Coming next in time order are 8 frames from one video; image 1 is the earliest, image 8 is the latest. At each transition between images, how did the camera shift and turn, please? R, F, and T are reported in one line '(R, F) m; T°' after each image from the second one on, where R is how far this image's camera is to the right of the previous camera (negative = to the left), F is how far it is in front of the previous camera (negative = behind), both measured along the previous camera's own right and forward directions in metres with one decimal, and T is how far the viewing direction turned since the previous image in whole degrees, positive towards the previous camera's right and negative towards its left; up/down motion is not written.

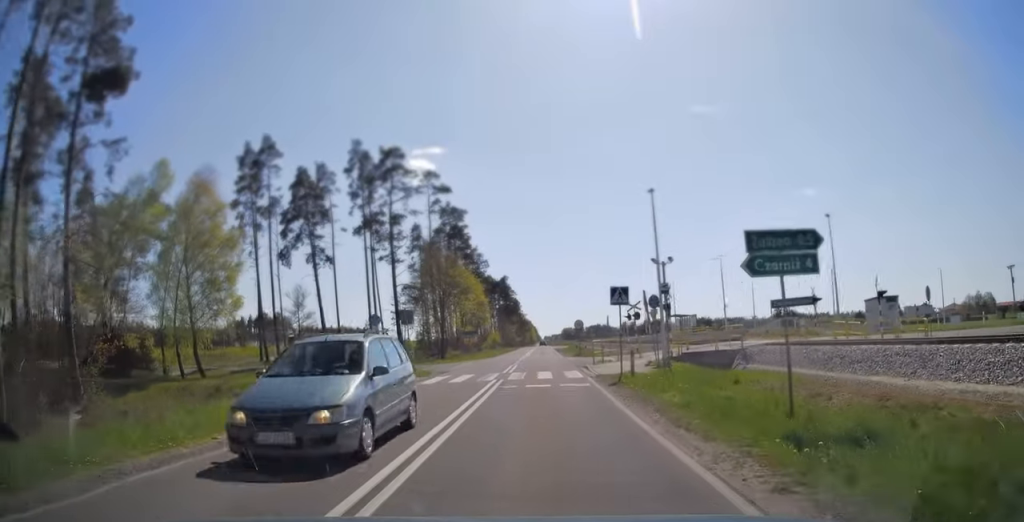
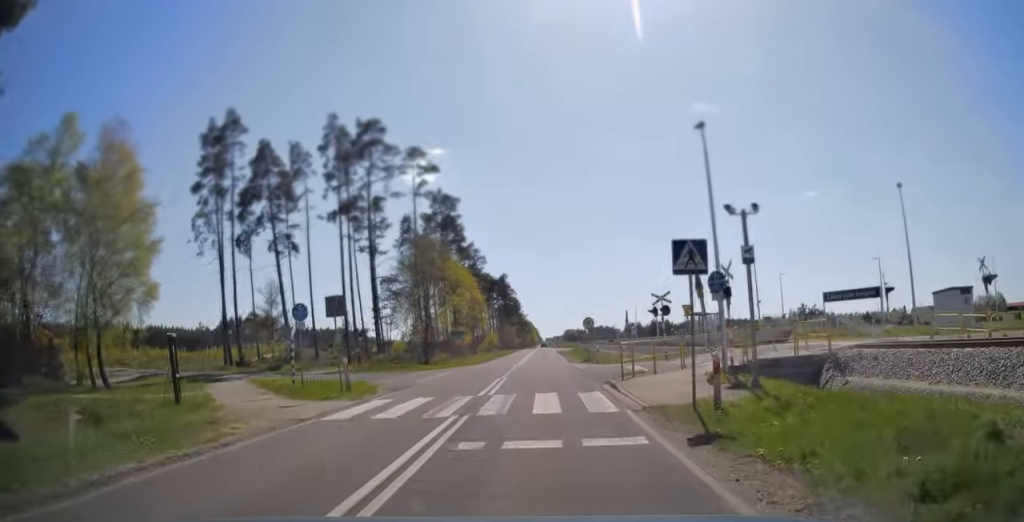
(-0.1, +9.5) m; 0°
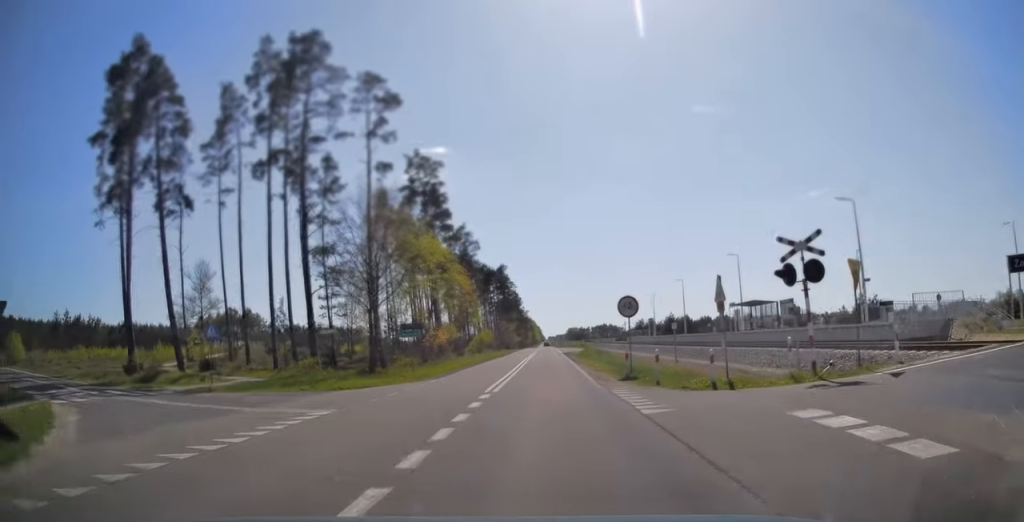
(+0.1, +18.0) m; 0°
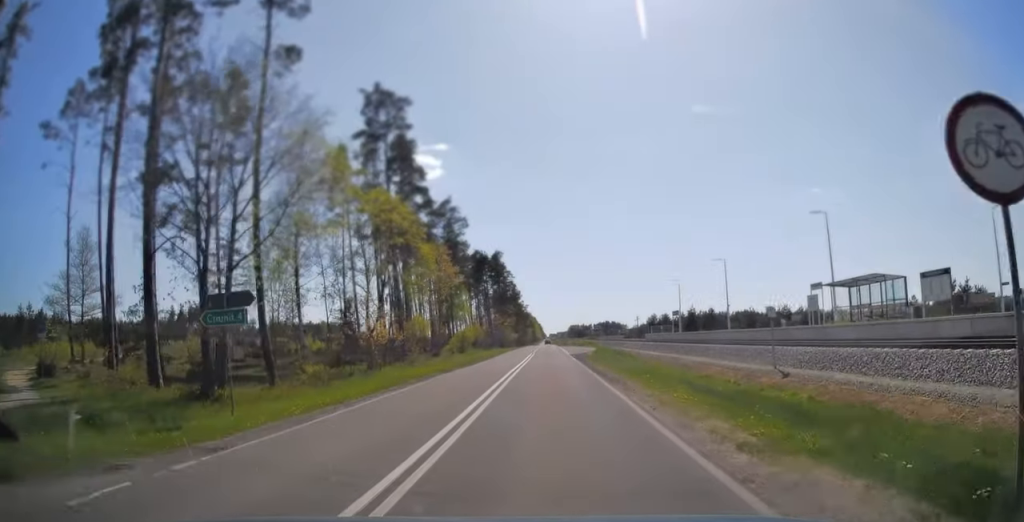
(0.0, +19.0) m; 0°
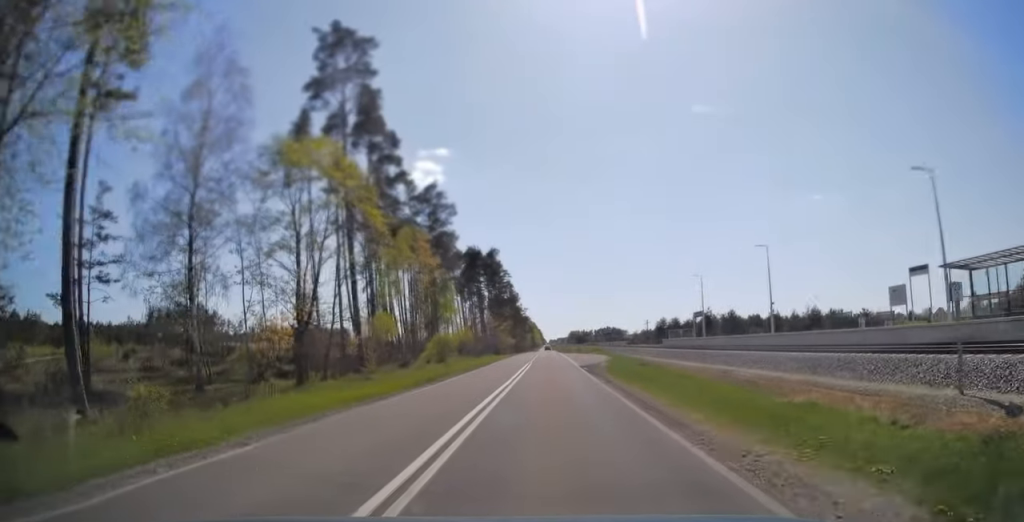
(0.0, +12.5) m; 0°
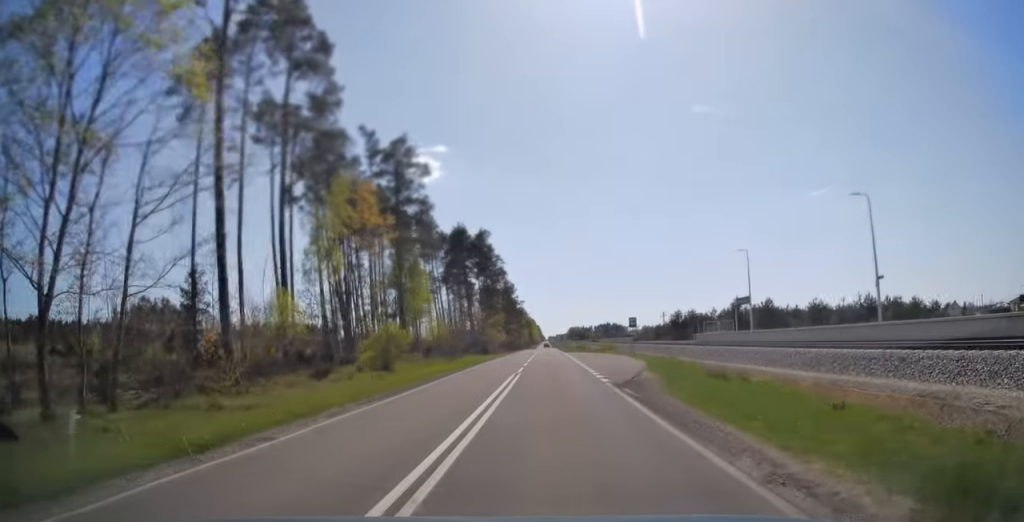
(0.0, +17.7) m; 0°
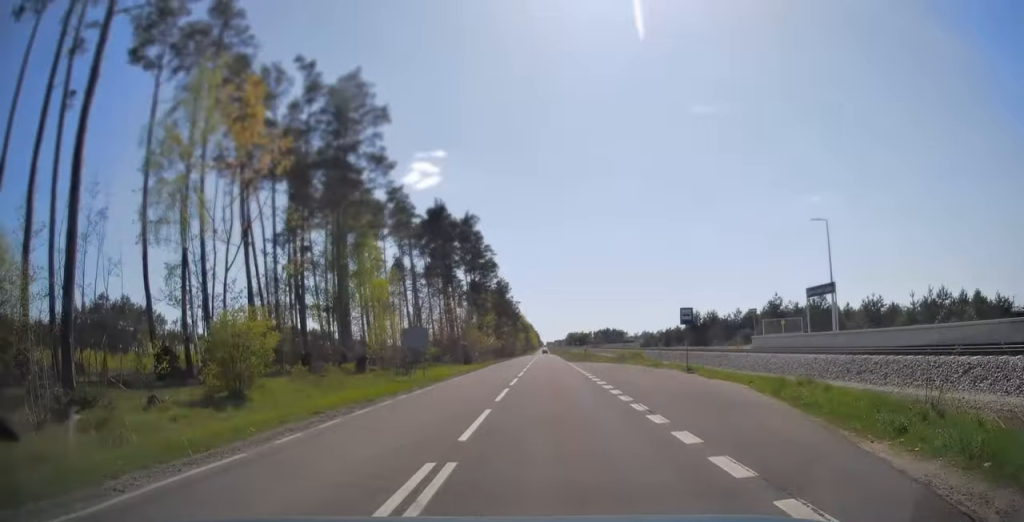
(0.0, +17.3) m; 0°
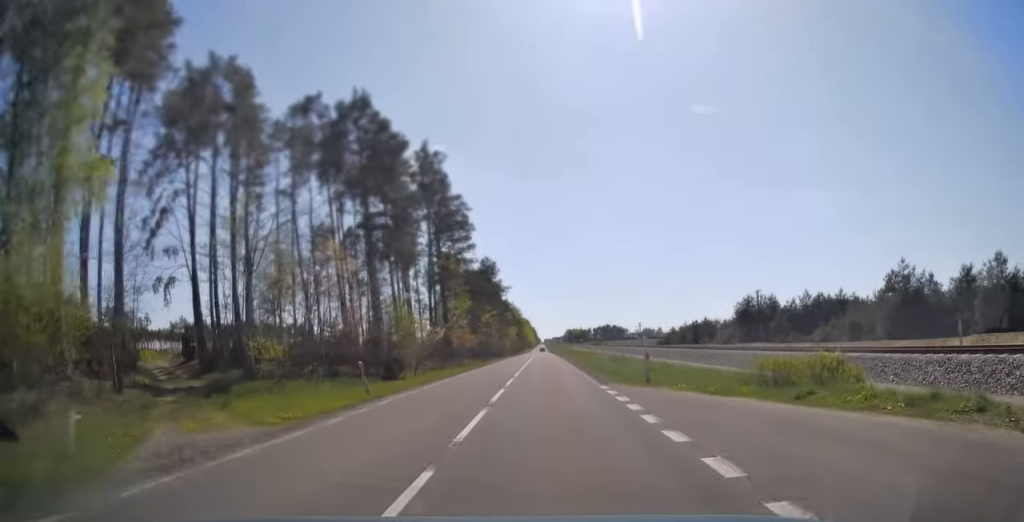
(+0.2, +30.5) m; 0°
